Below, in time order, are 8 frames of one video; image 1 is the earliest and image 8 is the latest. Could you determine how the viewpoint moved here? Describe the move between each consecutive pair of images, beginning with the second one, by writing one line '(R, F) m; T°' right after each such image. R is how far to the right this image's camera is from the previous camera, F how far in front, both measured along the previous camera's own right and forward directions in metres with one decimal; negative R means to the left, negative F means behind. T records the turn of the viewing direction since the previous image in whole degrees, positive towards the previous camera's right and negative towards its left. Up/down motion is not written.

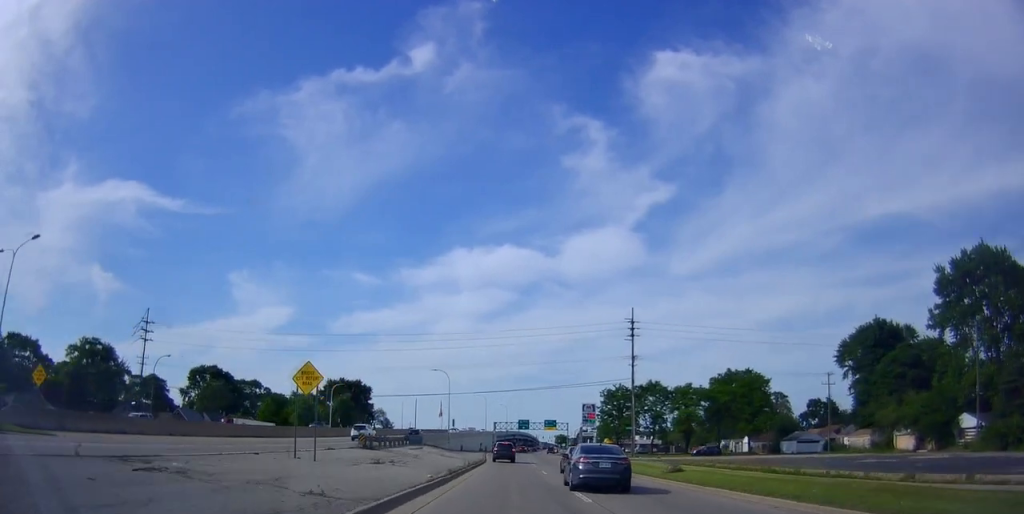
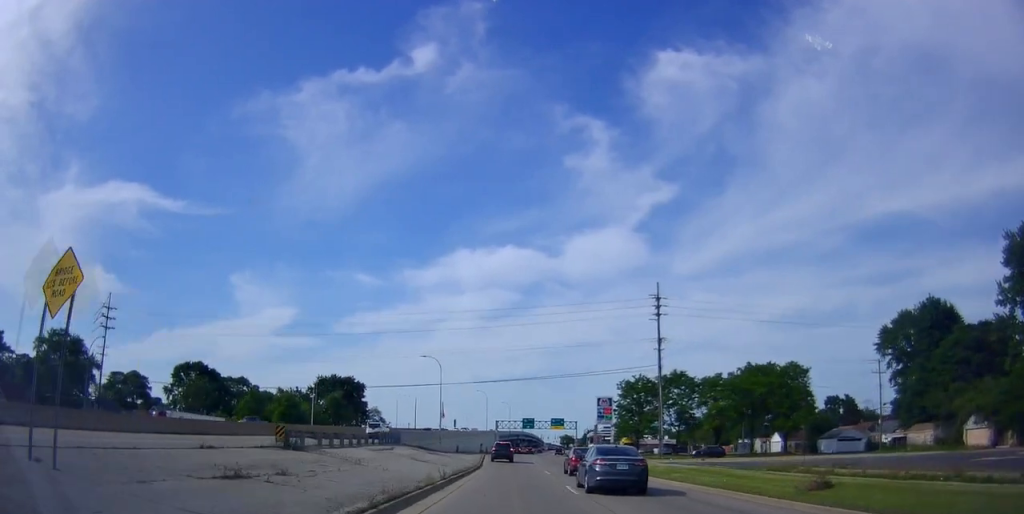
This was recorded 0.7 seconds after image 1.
(-0.2, +13.2) m; -1°
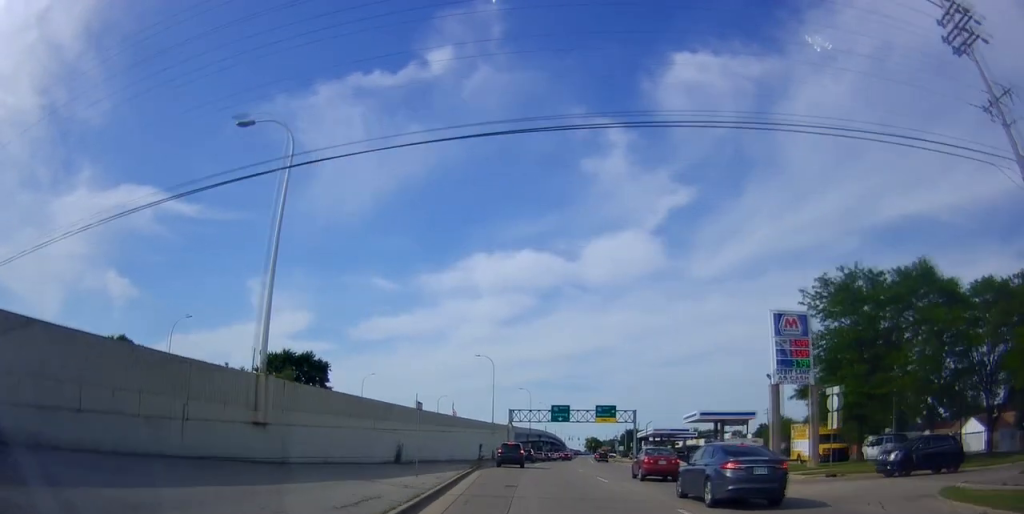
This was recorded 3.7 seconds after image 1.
(+0.4, +54.2) m; 0°
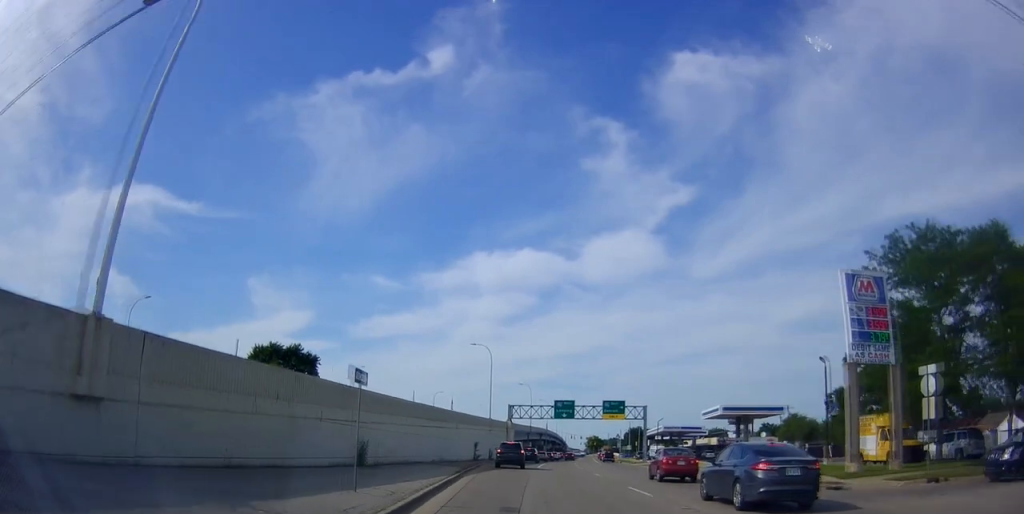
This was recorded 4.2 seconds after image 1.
(-0.1, +8.3) m; -1°
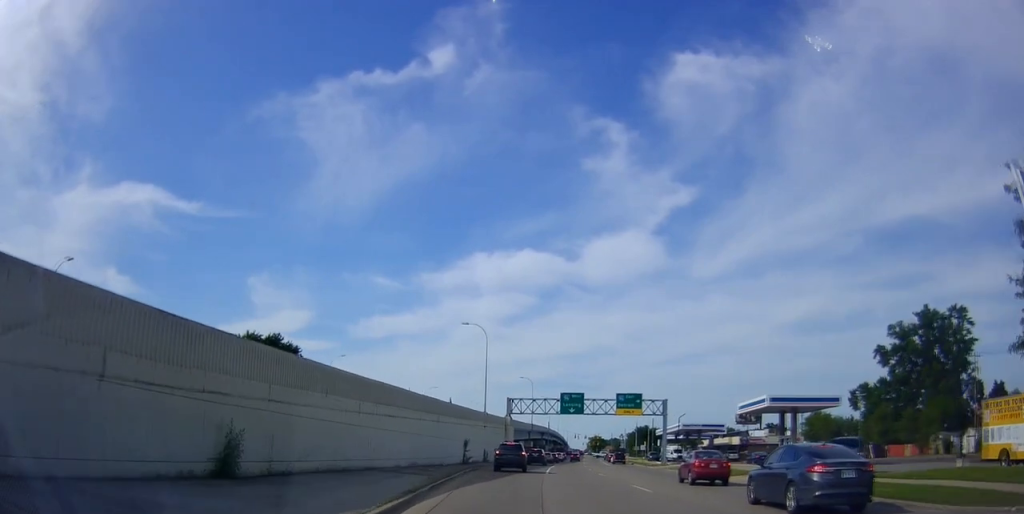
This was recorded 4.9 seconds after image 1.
(-0.1, +12.7) m; +1°
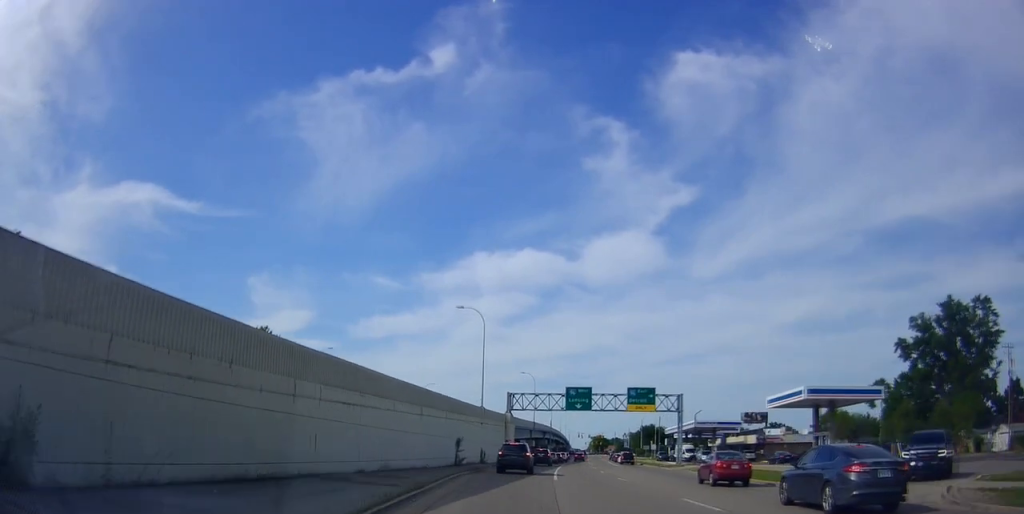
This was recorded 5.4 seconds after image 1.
(0.0, +7.2) m; 0°
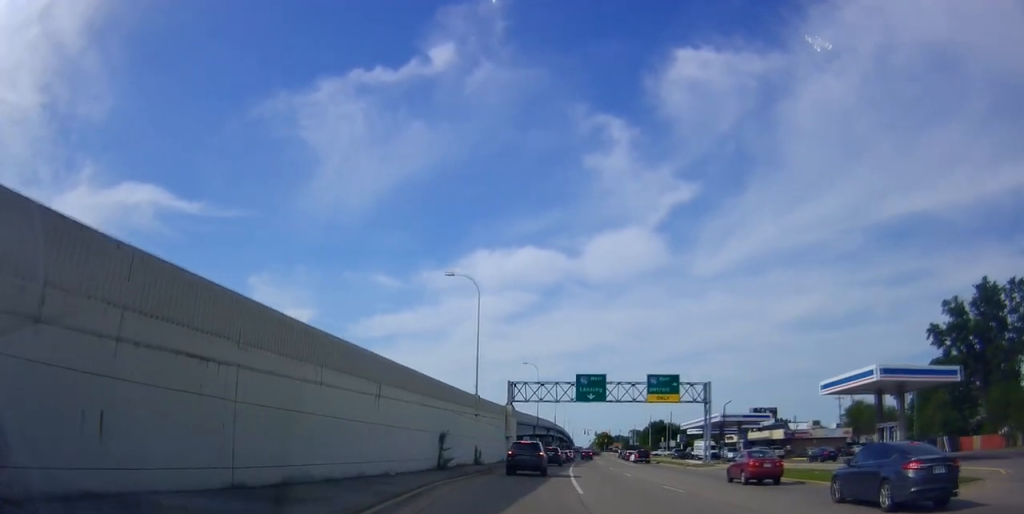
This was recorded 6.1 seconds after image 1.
(+0.1, +10.4) m; +1°
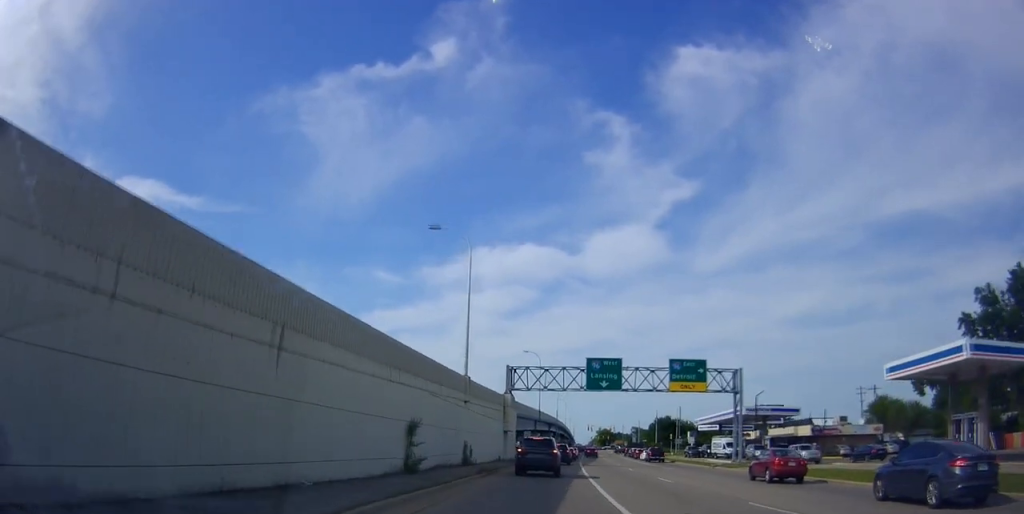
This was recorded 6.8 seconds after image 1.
(-0.1, +9.4) m; -2°
